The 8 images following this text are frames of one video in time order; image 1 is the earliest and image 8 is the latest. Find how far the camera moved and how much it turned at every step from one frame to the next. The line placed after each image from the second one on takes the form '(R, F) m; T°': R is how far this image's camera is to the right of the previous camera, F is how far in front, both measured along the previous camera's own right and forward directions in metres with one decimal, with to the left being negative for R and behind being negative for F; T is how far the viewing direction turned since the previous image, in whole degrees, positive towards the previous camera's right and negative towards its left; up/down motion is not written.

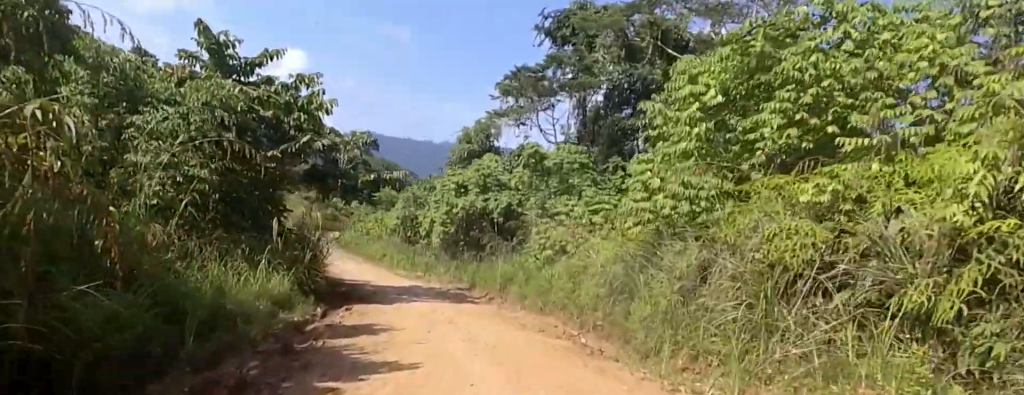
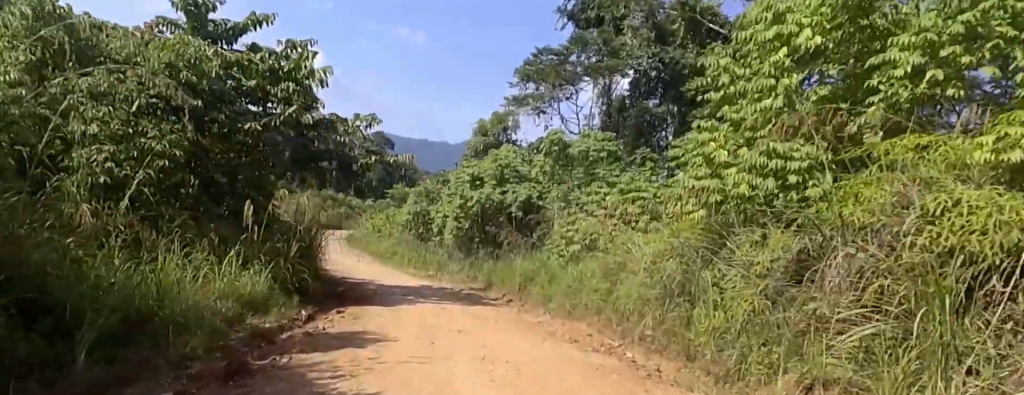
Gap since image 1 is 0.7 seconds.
(0.0, +2.9) m; 0°
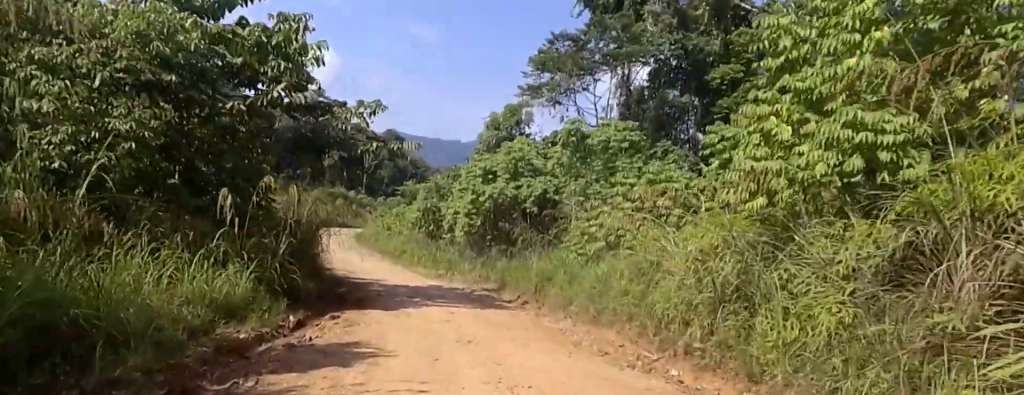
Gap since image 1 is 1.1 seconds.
(0.0, +1.8) m; 0°
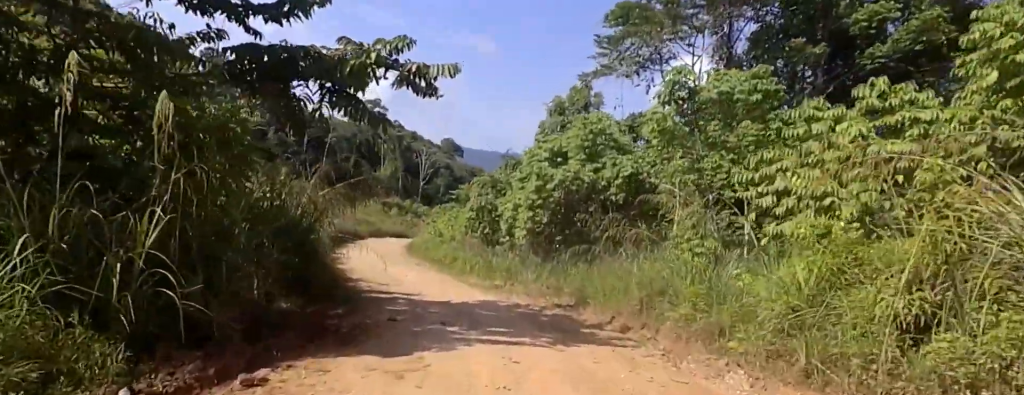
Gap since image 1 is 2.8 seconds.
(0.0, +7.3) m; 0°
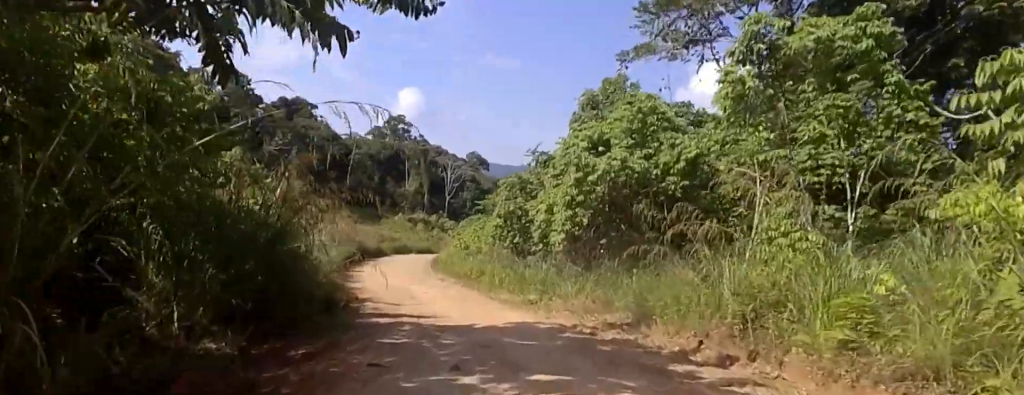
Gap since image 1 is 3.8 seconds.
(0.0, +4.1) m; -14°
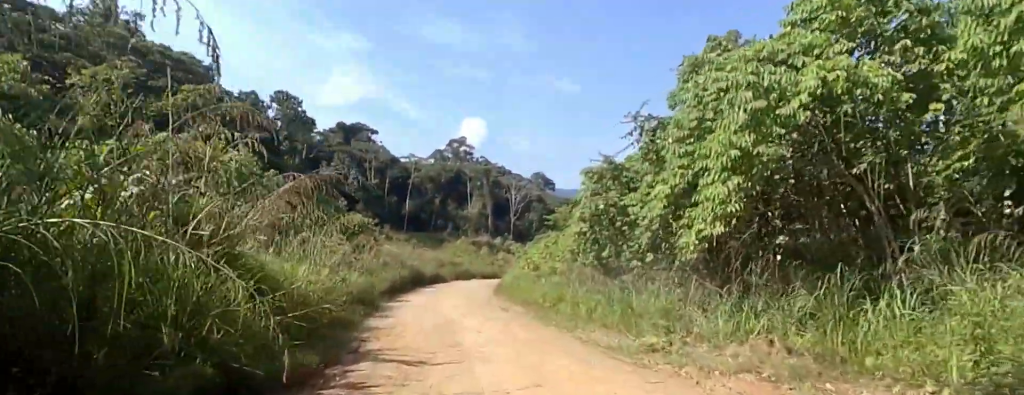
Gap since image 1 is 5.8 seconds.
(-1.7, +8.9) m; 0°
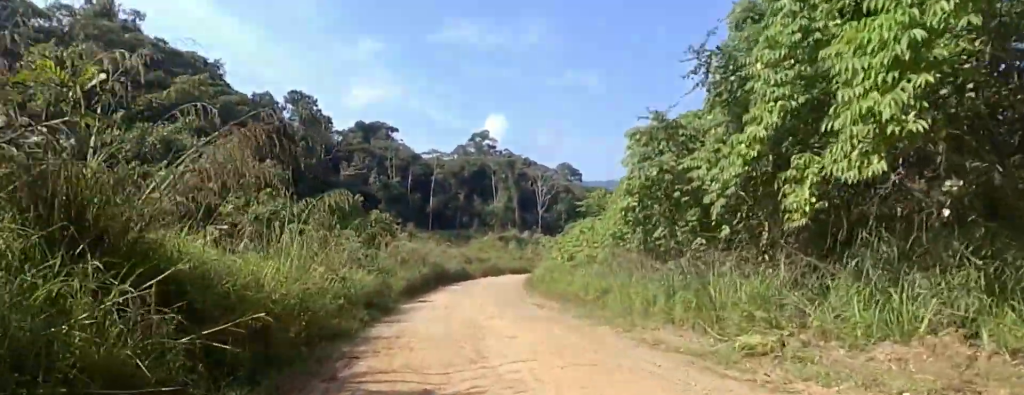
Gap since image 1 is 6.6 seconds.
(+0.5, +4.1) m; +8°
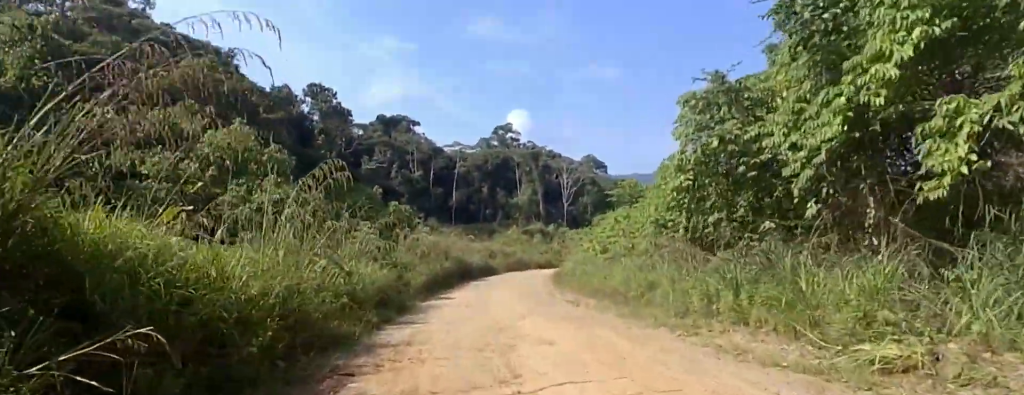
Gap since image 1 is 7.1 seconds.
(+0.1, +2.7) m; -1°
